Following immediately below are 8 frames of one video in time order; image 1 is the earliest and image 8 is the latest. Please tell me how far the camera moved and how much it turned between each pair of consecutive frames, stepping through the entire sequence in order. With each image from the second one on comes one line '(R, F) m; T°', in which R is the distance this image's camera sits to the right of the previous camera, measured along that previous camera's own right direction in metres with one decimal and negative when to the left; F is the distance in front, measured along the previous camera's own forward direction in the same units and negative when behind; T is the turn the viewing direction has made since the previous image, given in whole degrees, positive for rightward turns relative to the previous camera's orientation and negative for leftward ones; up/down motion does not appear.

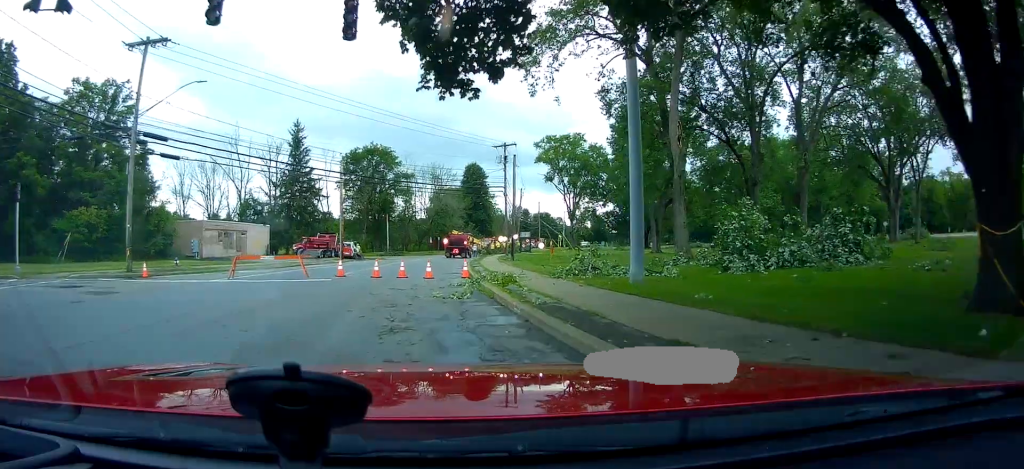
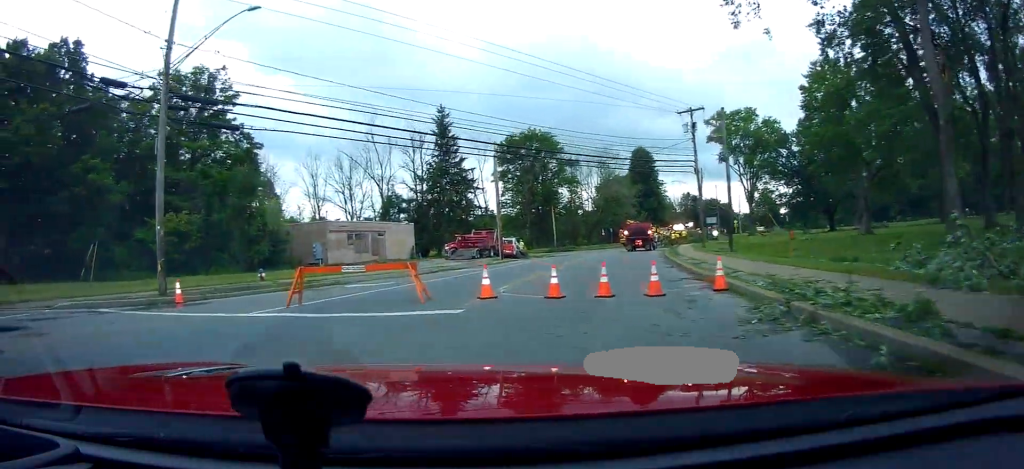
(-0.1, +10.5) m; -16°
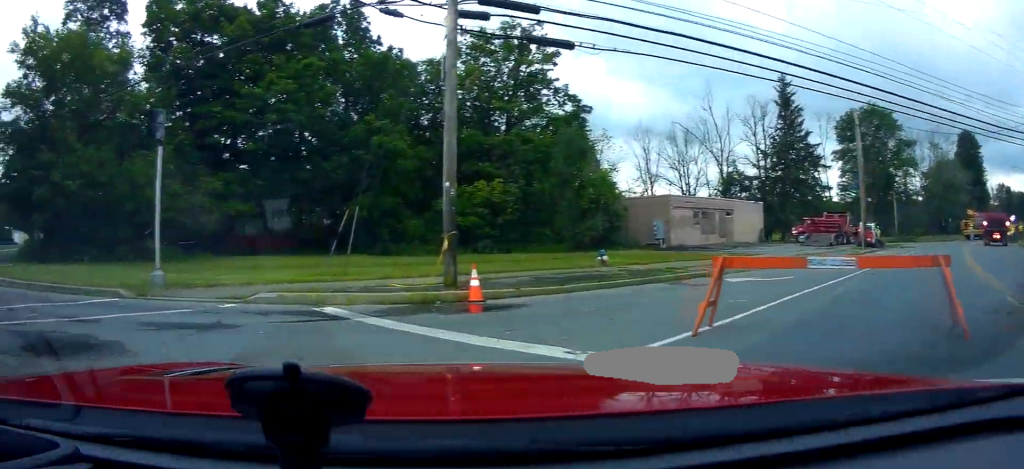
(-1.9, +6.4) m; -34°
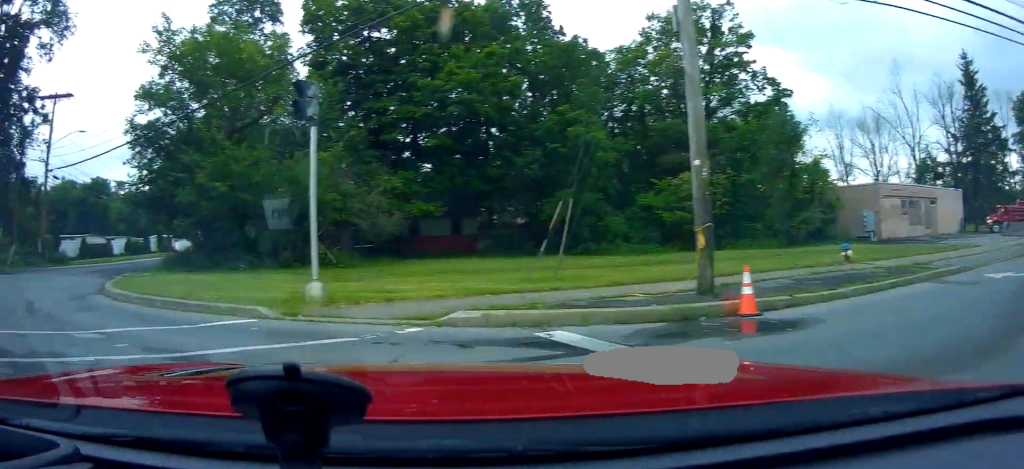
(-0.5, +2.8) m; -19°
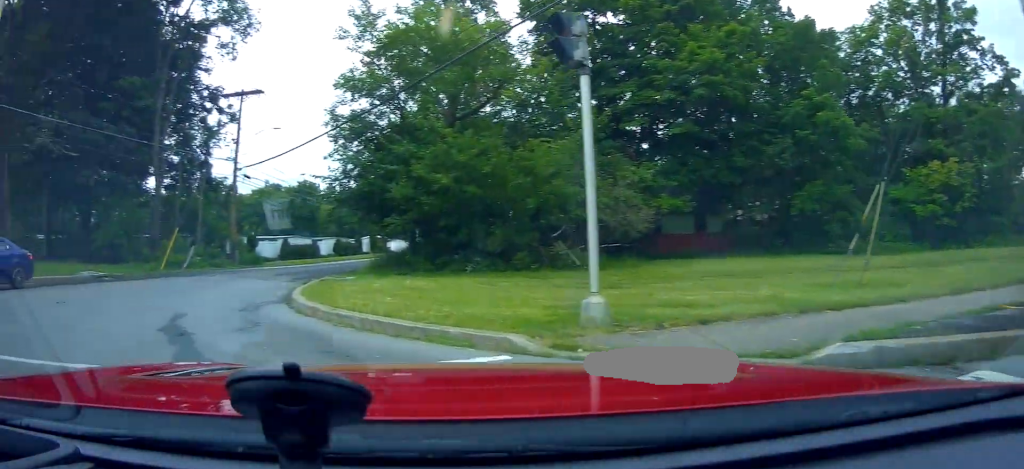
(-0.5, +3.0) m; -22°
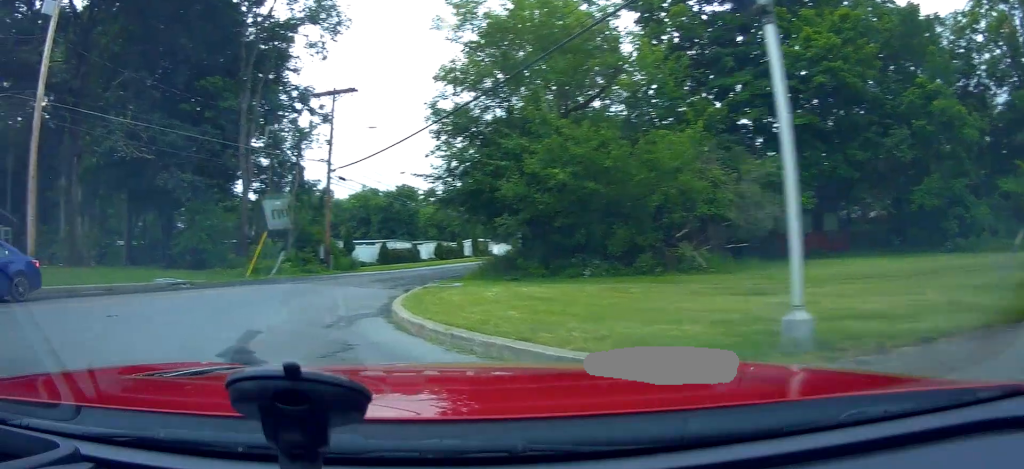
(-0.2, +1.9) m; -14°
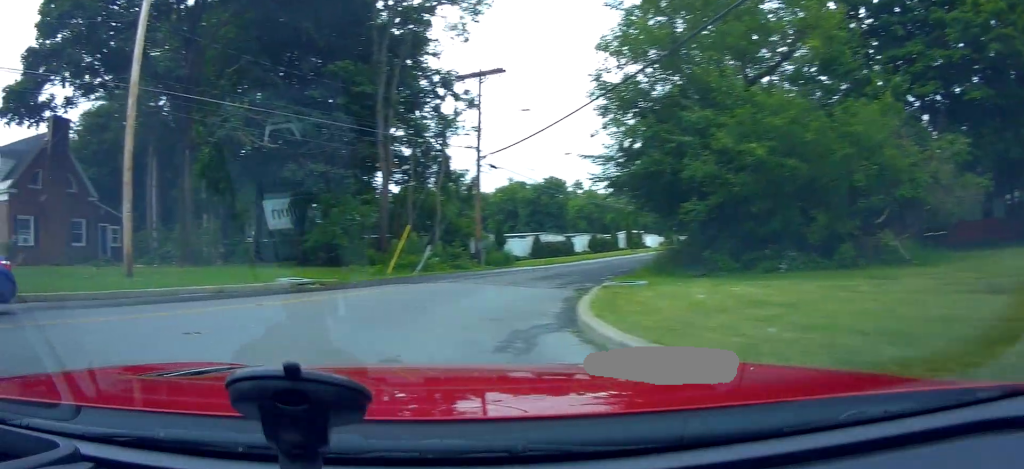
(-0.6, +2.8) m; -20°
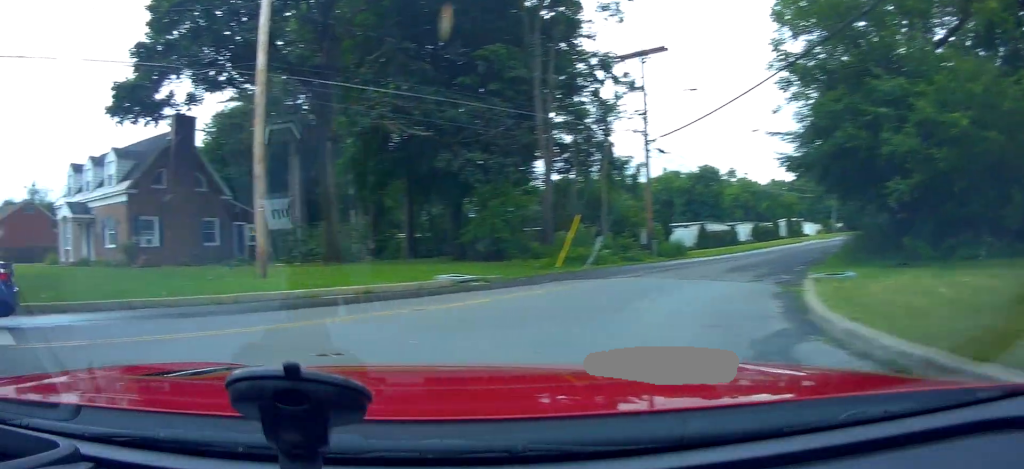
(-0.1, +2.1) m; -15°
